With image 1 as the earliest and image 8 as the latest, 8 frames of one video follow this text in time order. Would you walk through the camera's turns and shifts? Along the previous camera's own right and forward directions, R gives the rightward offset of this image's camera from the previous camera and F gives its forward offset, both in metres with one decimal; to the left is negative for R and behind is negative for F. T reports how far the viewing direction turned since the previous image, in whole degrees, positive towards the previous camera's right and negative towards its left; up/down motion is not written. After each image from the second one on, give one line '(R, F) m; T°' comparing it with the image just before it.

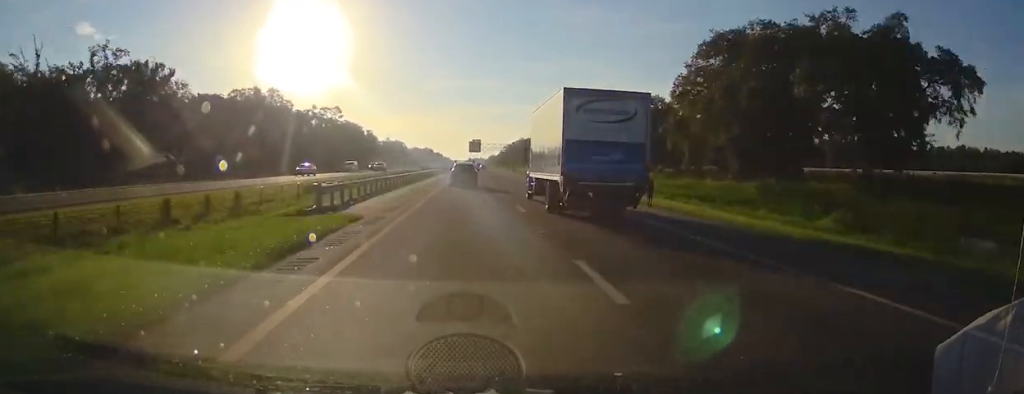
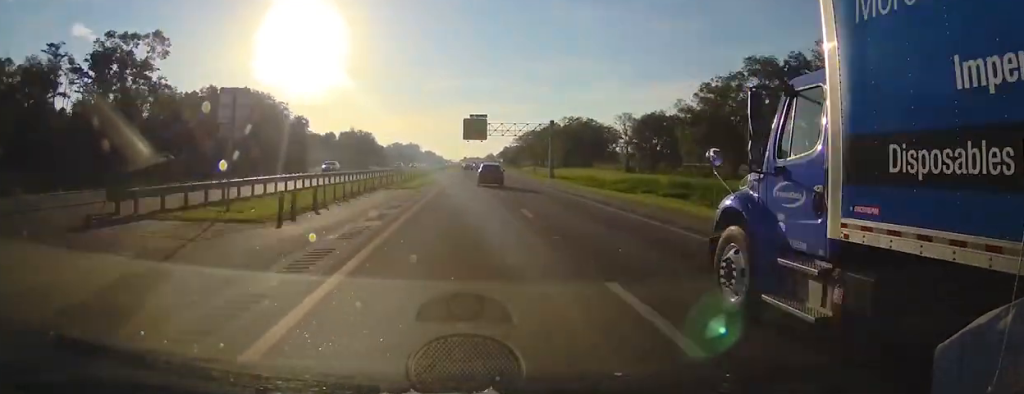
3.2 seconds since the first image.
(-0.1, +109.5) m; 0°
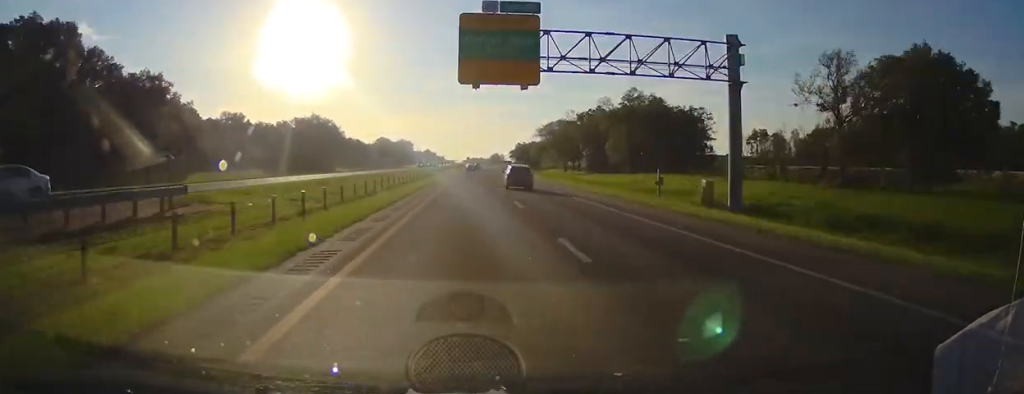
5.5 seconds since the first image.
(-0.7, +77.8) m; 0°
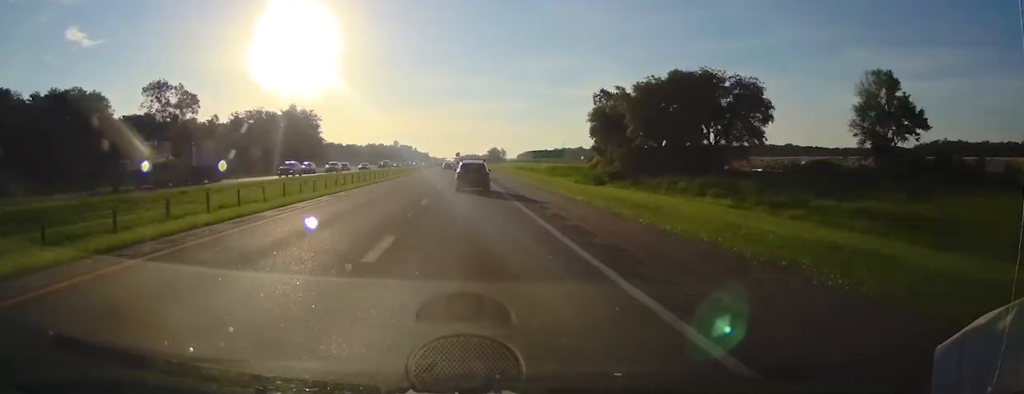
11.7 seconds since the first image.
(+1.3, +212.6) m; 0°
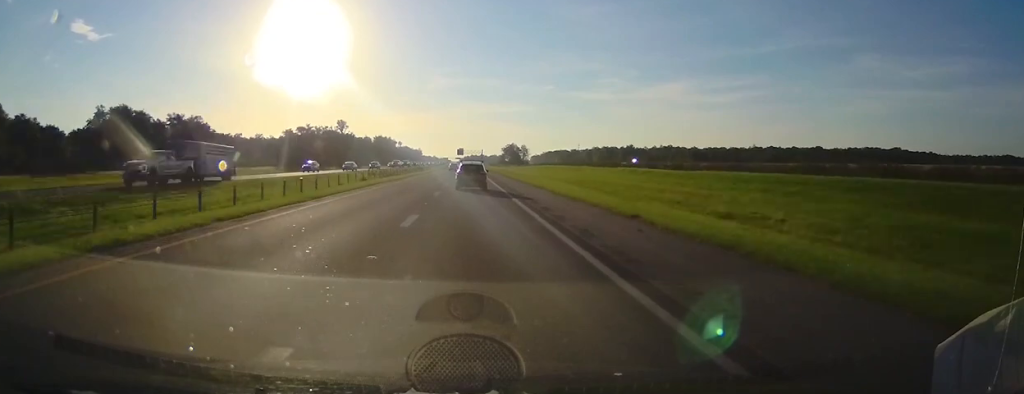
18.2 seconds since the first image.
(-0.6, +212.3) m; 0°
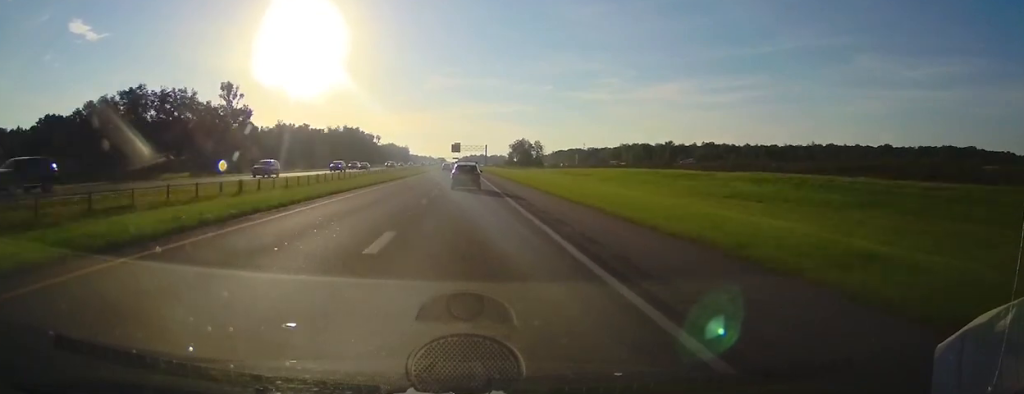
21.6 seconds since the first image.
(0.0, +114.0) m; 0°
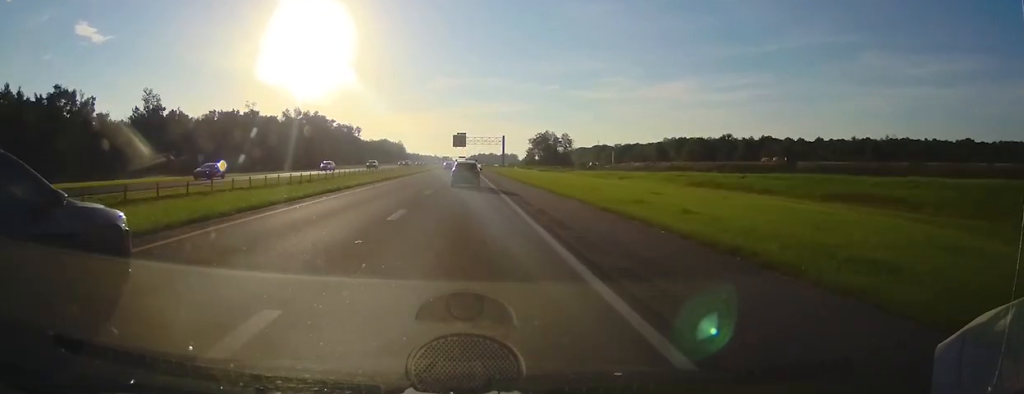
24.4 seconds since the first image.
(-0.7, +91.7) m; 0°
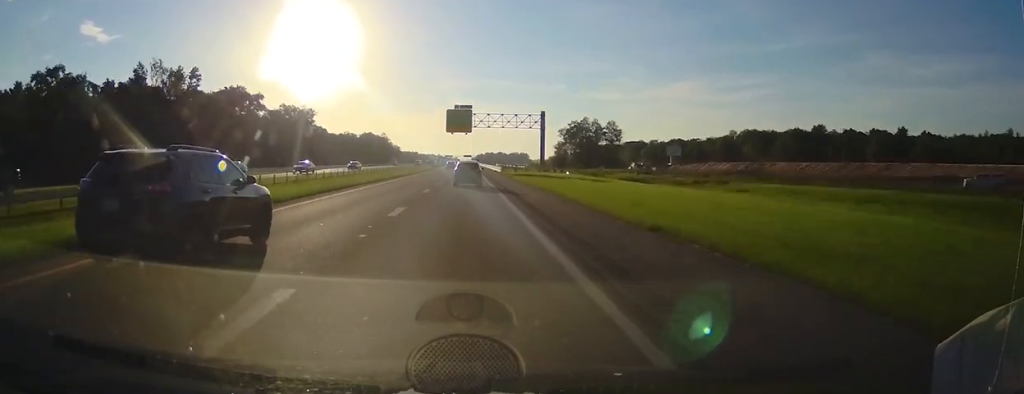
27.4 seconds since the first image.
(-0.2, +95.6) m; 0°
